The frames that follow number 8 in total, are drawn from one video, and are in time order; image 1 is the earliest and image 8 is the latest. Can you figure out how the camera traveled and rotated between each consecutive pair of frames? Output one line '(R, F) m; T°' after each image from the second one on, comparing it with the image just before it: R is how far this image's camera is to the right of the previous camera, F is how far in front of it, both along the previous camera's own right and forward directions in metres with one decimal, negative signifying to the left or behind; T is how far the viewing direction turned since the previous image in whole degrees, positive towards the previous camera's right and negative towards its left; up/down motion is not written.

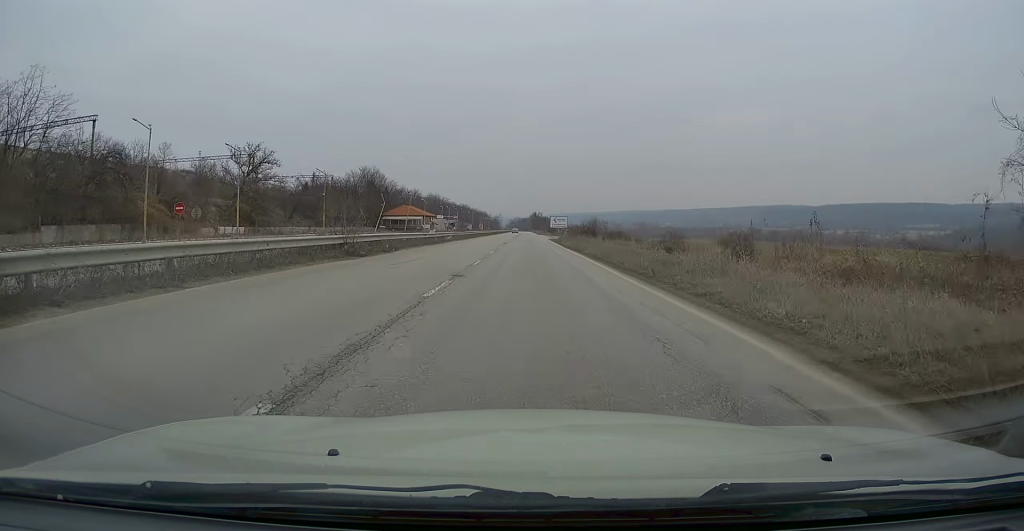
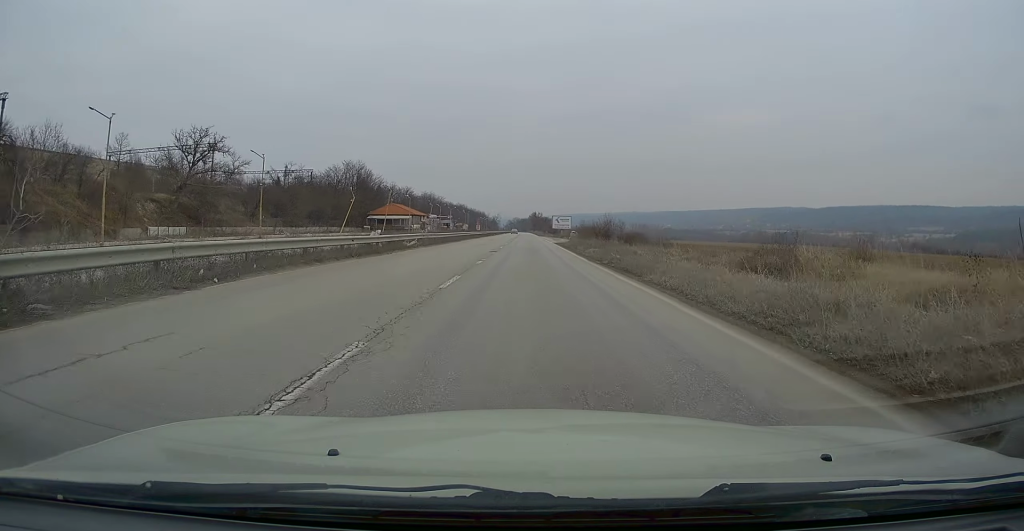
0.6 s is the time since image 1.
(+0.2, +15.7) m; 0°
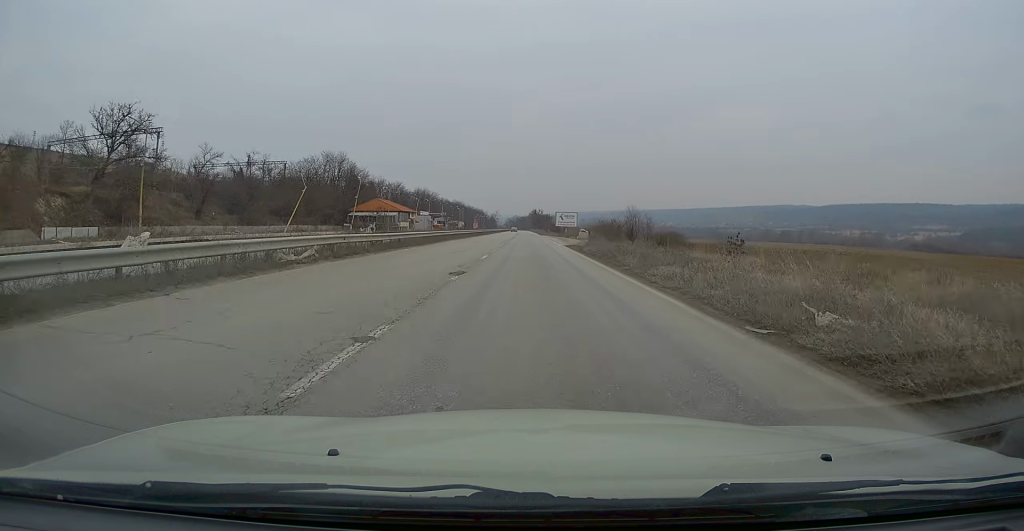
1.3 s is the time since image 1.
(-0.3, +16.4) m; -1°
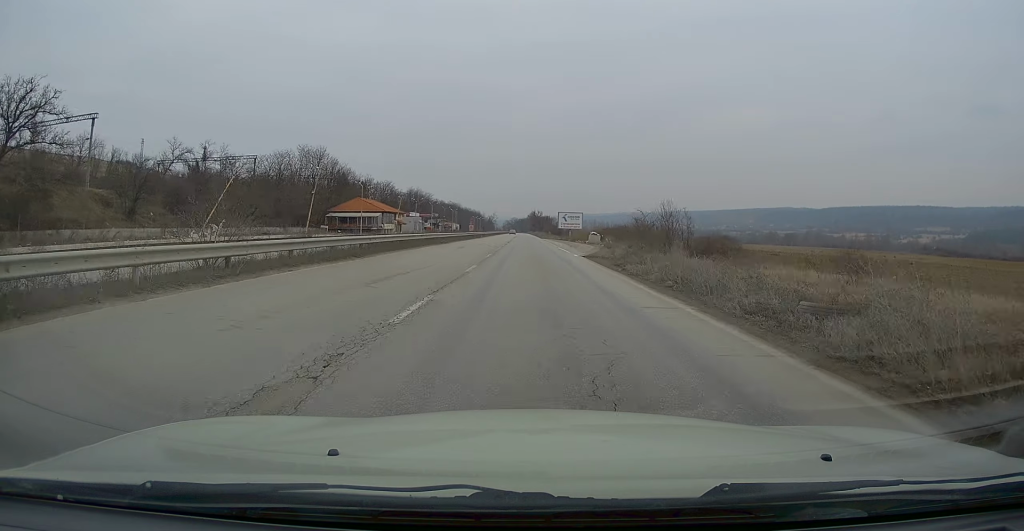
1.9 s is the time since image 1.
(0.0, +14.8) m; 0°
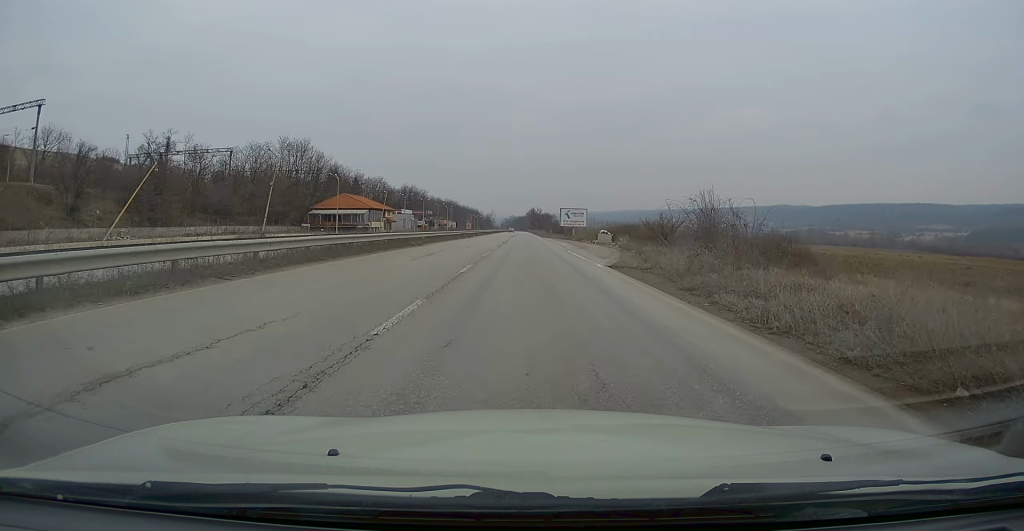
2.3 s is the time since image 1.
(0.0, +9.8) m; 0°
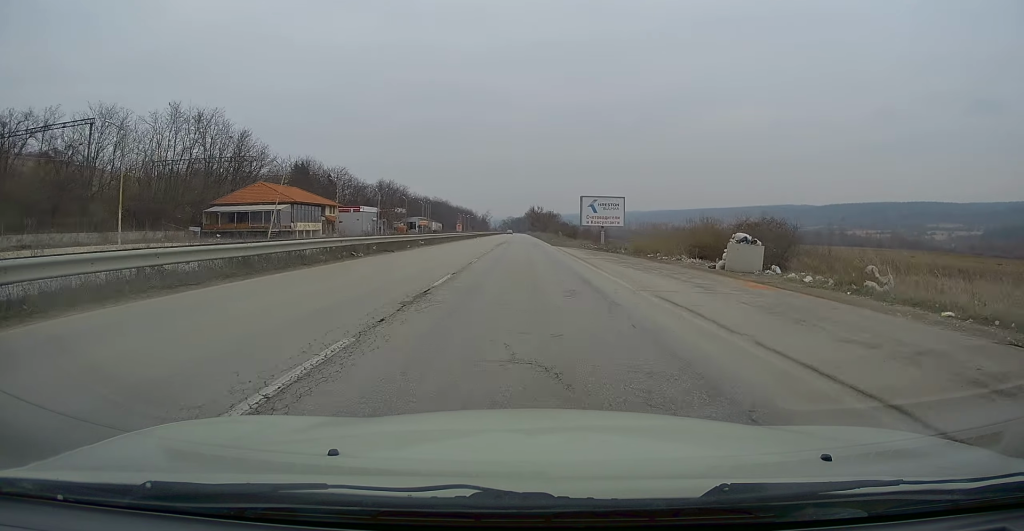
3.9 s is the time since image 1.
(0.0, +39.0) m; 0°
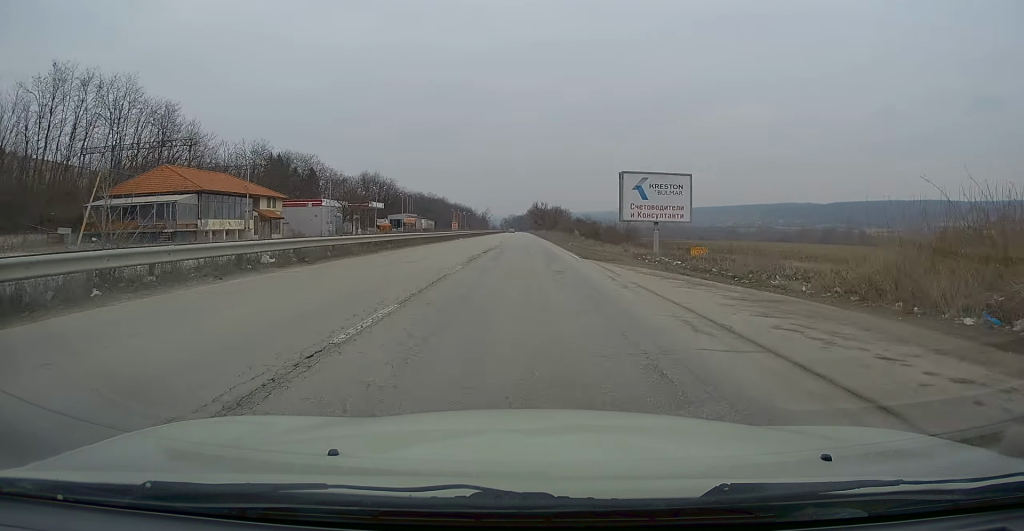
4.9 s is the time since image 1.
(-0.1, +24.1) m; 0°
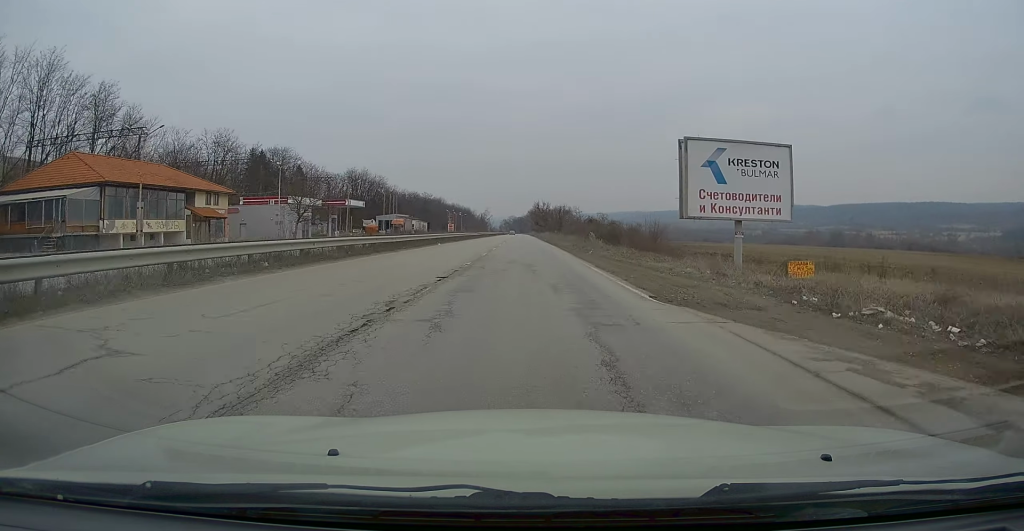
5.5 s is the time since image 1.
(+0.1, +14.5) m; 0°
